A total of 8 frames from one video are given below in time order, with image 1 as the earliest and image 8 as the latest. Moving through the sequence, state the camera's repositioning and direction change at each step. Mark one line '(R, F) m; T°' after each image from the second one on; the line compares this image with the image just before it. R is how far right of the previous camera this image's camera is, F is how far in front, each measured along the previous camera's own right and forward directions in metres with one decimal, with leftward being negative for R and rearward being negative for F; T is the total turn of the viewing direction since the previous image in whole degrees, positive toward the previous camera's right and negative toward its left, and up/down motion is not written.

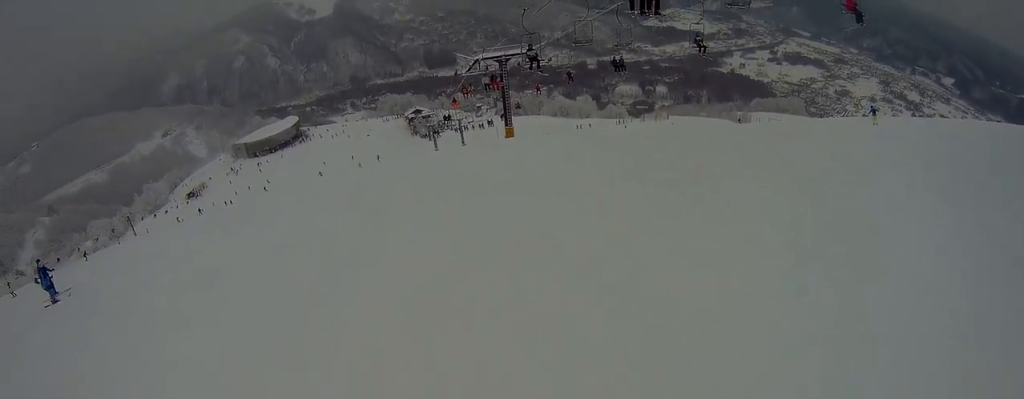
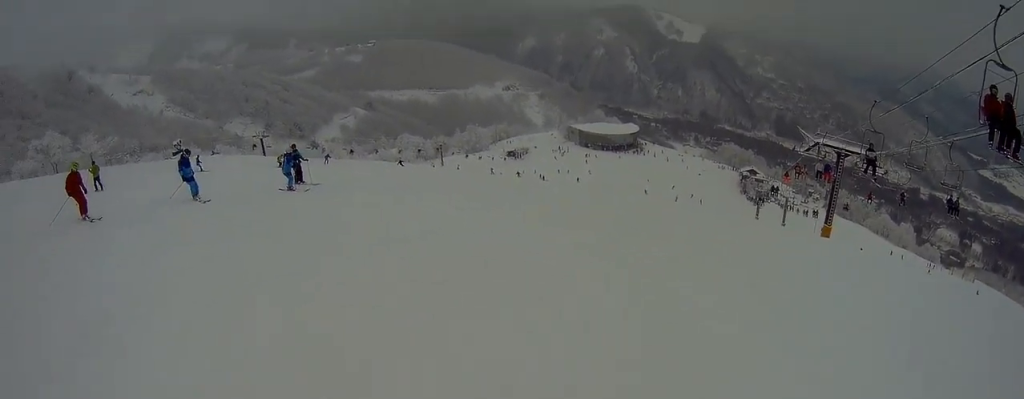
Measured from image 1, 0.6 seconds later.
(-0.6, +2.2) m; +1°
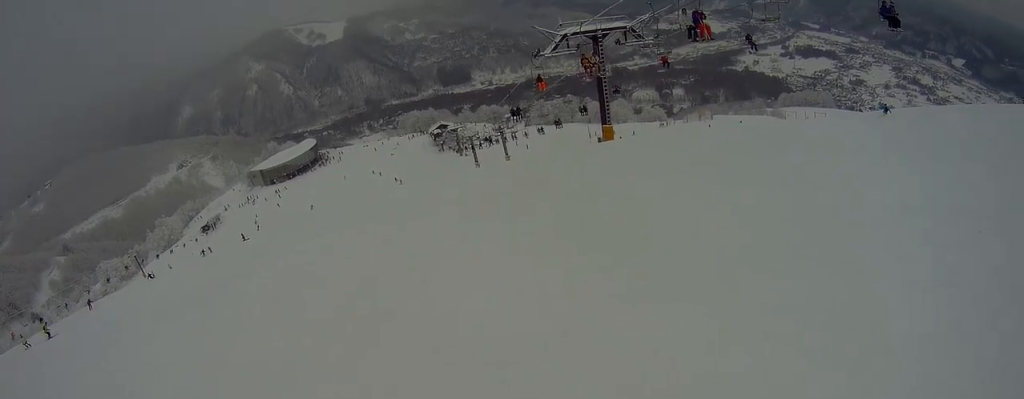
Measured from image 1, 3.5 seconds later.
(+1.7, +13.0) m; +17°
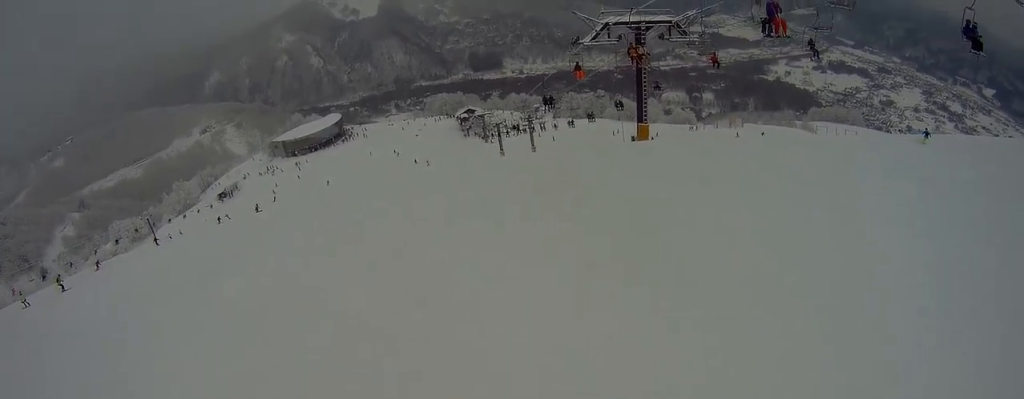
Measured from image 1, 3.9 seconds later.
(0.0, +1.8) m; +5°
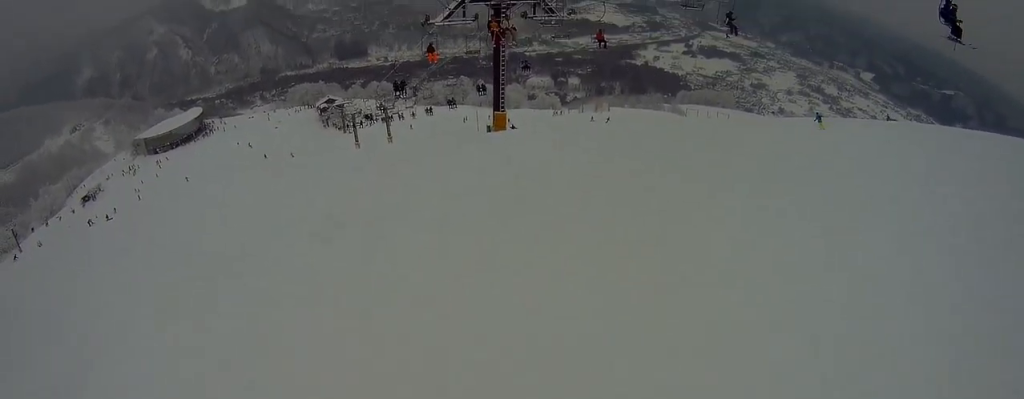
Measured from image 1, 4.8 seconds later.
(+0.9, +4.0) m; +6°
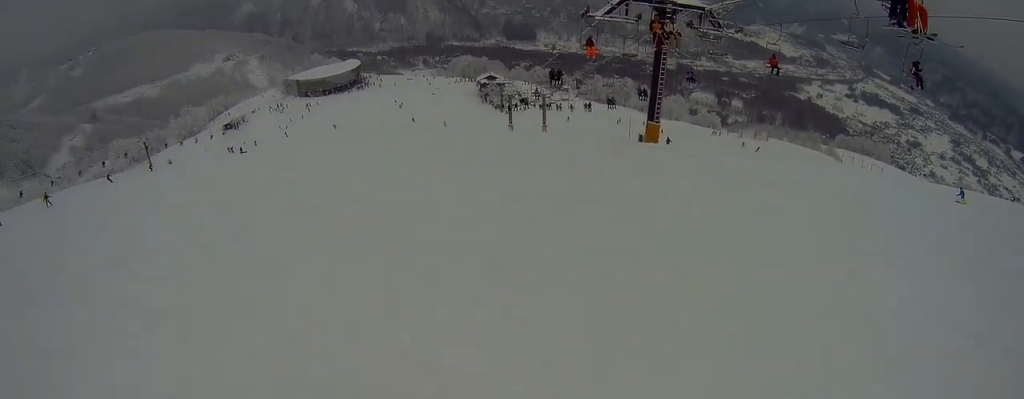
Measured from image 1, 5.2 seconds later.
(-0.2, +1.8) m; -11°
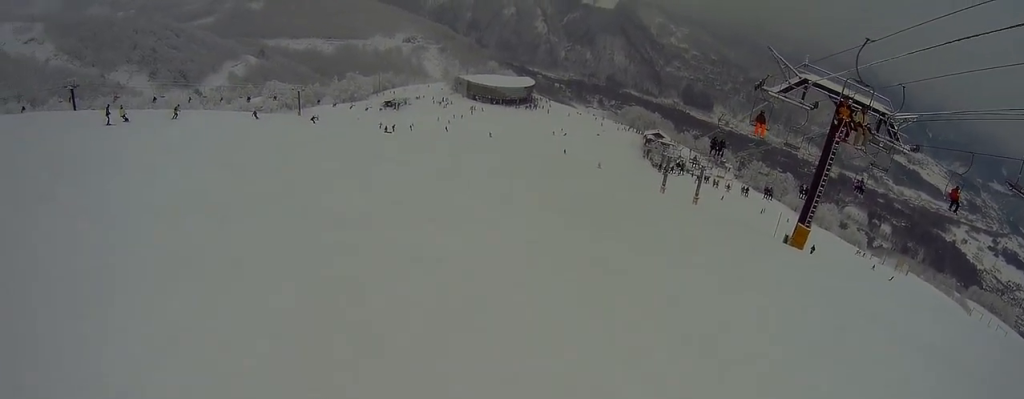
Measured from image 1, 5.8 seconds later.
(0.0, +2.6) m; -18°
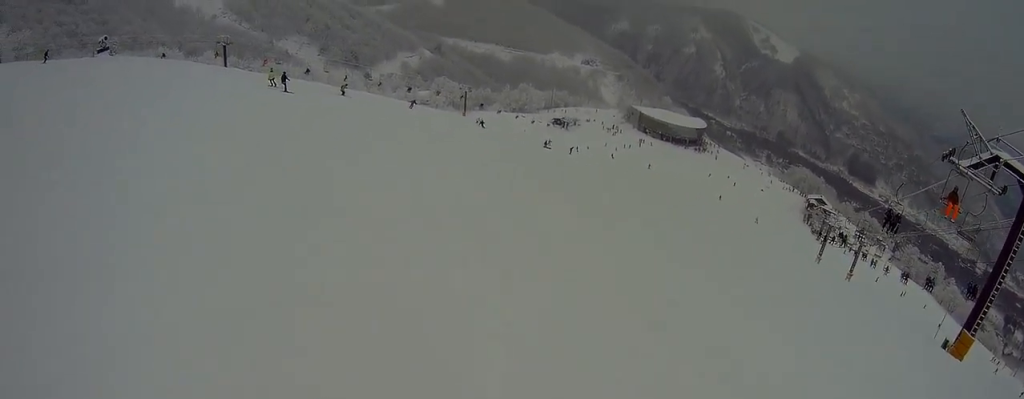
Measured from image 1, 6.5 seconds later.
(-0.9, +2.7) m; -27°
